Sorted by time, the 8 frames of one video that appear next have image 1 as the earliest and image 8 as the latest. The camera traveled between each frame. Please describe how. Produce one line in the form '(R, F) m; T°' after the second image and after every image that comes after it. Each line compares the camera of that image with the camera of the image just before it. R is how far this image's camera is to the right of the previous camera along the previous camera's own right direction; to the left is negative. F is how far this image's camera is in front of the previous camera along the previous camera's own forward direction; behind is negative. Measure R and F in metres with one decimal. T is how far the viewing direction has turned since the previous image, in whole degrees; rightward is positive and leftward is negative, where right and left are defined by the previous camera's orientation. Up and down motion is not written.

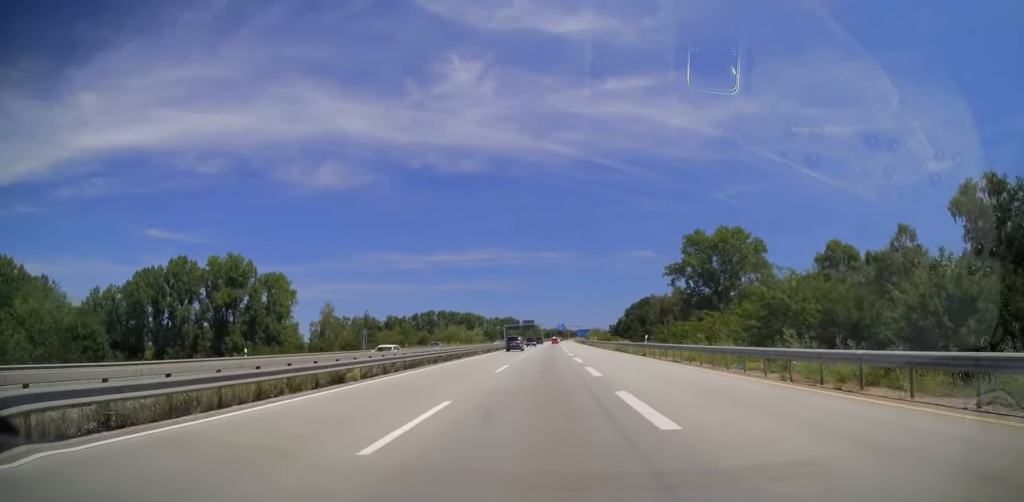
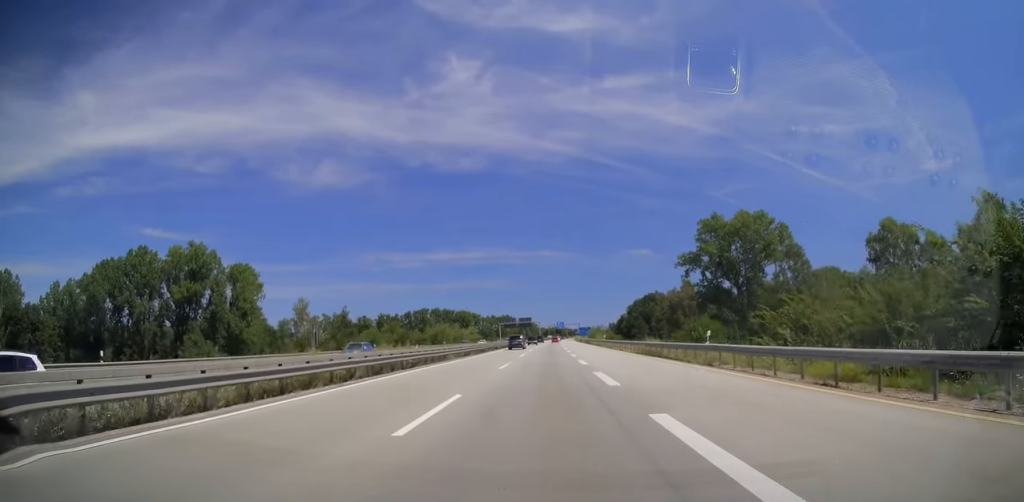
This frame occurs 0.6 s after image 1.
(-0.2, +16.7) m; 0°
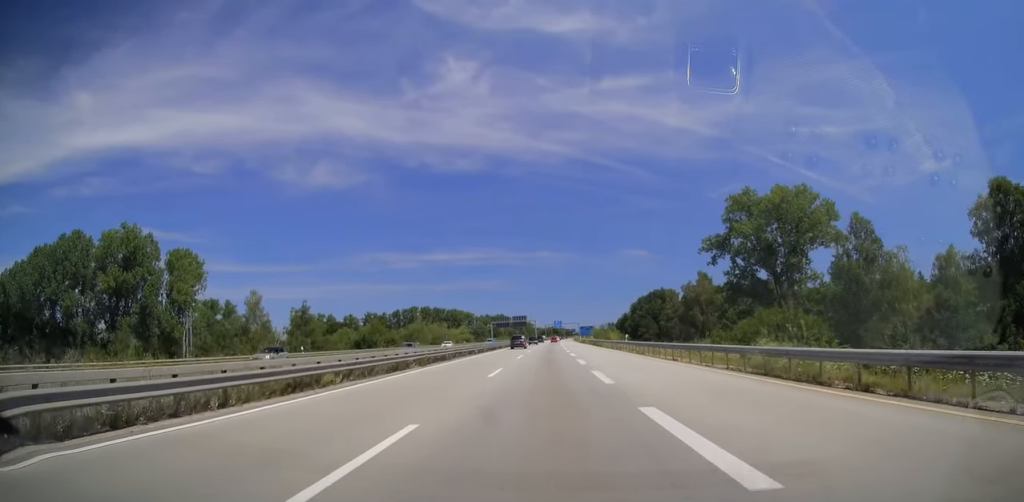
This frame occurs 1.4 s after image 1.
(+0.3, +23.2) m; +1°
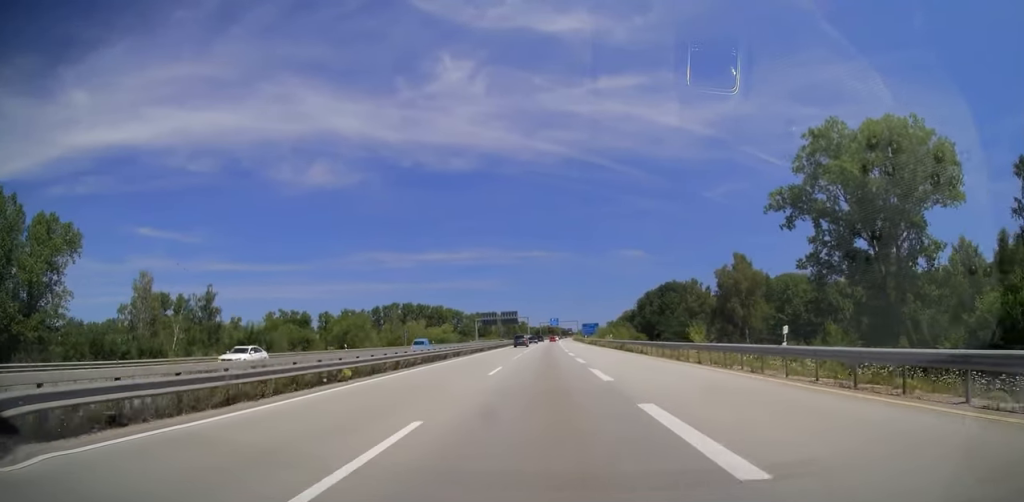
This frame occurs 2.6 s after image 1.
(+0.5, +35.9) m; 0°
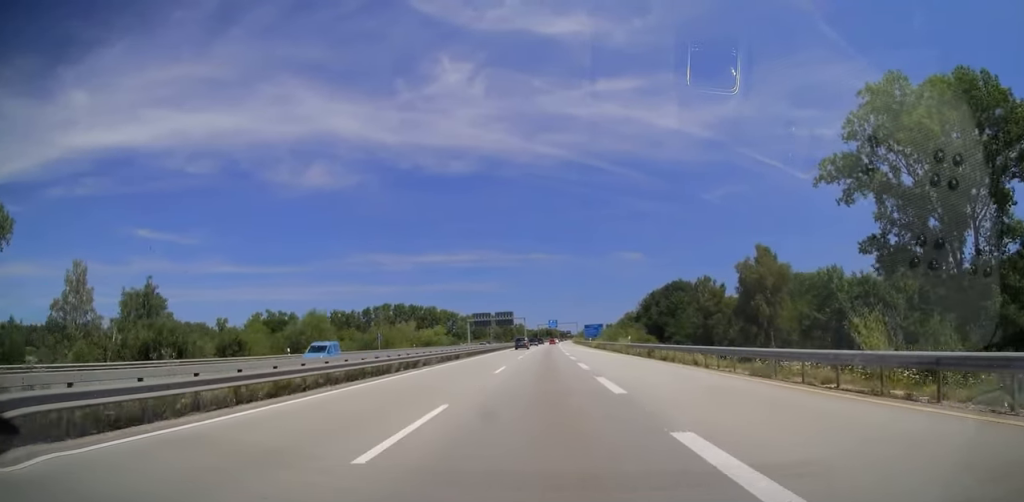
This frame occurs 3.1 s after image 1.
(-0.2, +15.3) m; 0°
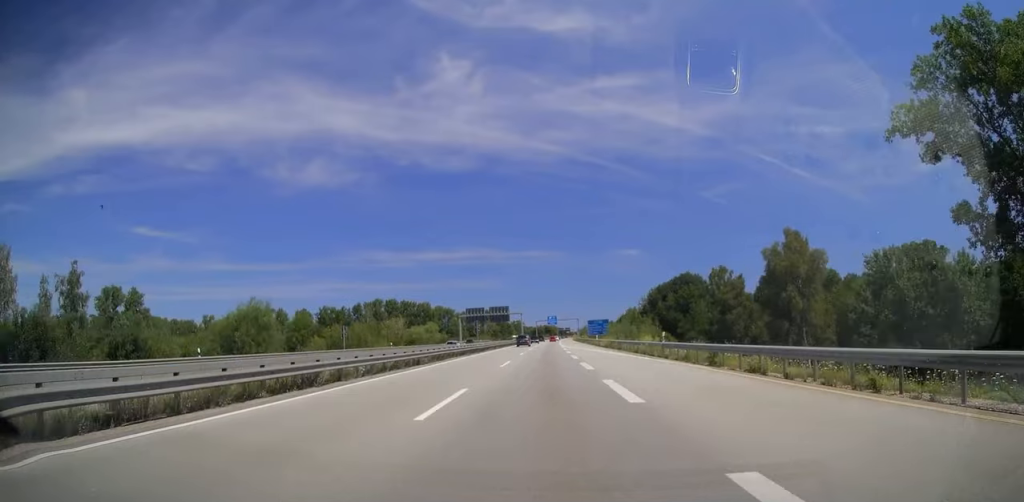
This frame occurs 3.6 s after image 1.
(-0.1, +14.8) m; 0°
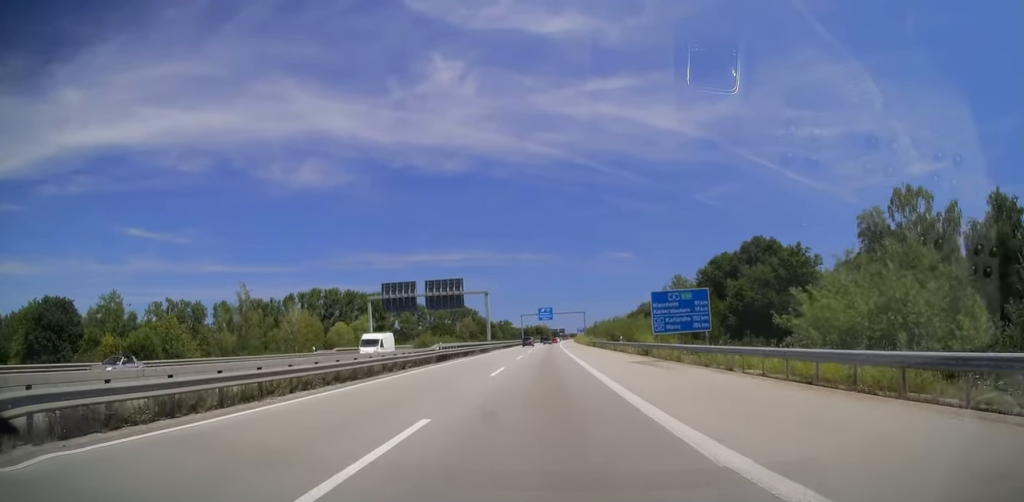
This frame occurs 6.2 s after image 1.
(+1.5, +78.4) m; +2°
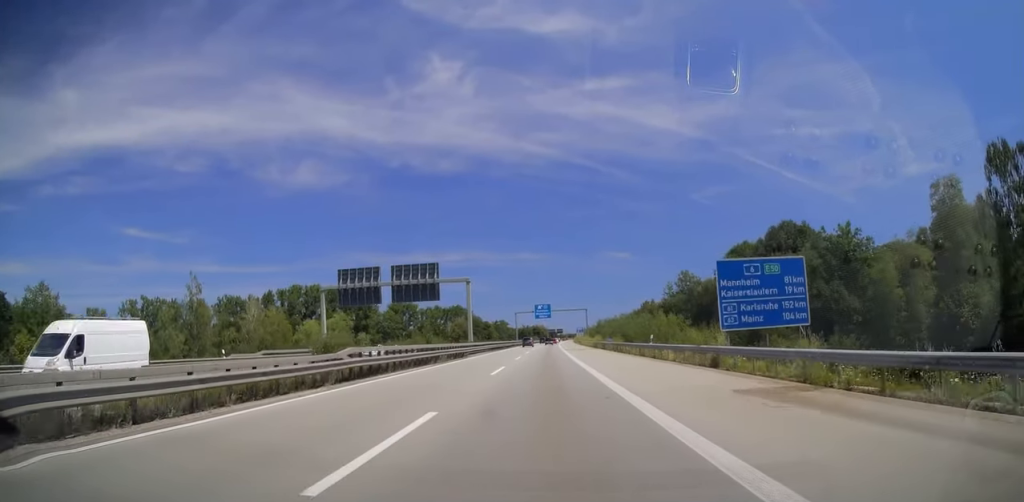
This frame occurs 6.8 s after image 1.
(0.0, +17.3) m; 0°
